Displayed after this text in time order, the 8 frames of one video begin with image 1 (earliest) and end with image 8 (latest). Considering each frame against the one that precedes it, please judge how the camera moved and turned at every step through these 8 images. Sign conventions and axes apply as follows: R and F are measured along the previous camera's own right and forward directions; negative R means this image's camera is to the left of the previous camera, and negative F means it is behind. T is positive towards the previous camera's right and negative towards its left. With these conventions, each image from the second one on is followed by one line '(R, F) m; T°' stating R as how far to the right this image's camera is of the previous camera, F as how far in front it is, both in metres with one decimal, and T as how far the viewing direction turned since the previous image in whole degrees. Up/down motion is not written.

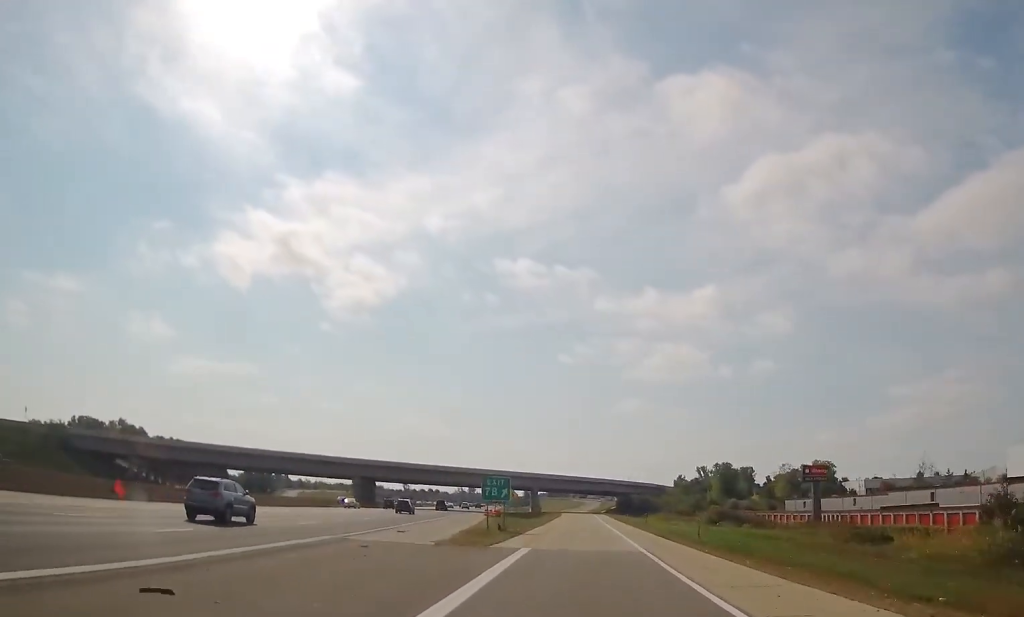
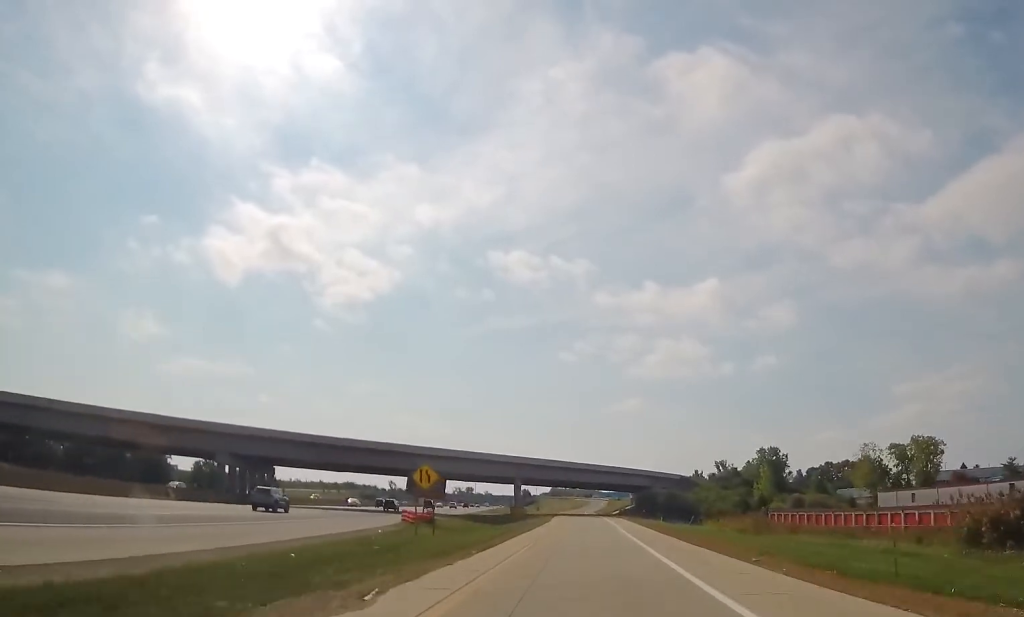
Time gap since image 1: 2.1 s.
(+0.2, +54.7) m; -1°
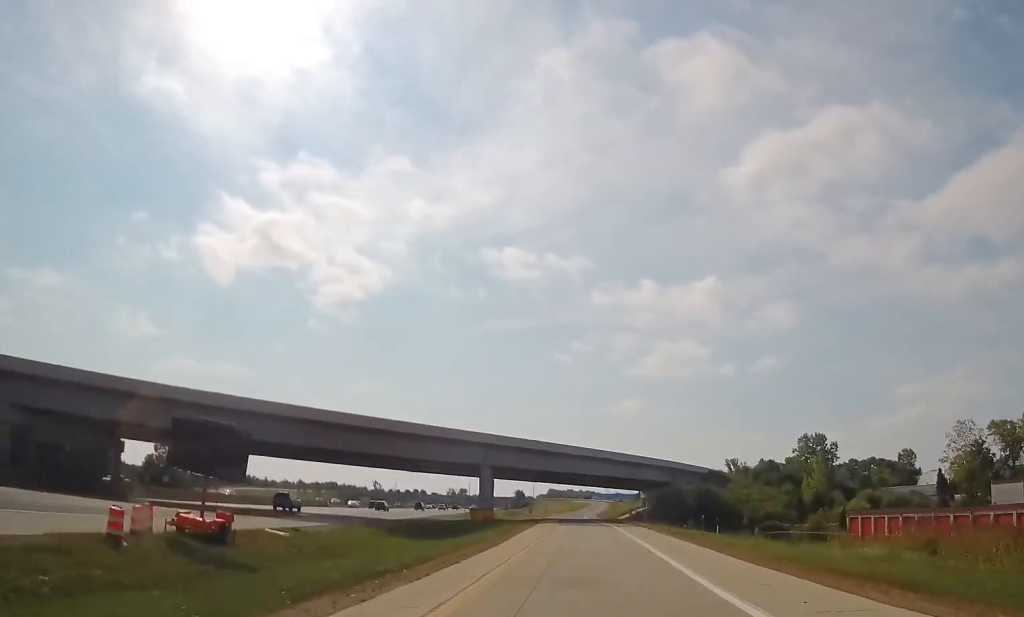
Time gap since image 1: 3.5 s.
(-0.3, +37.4) m; 0°
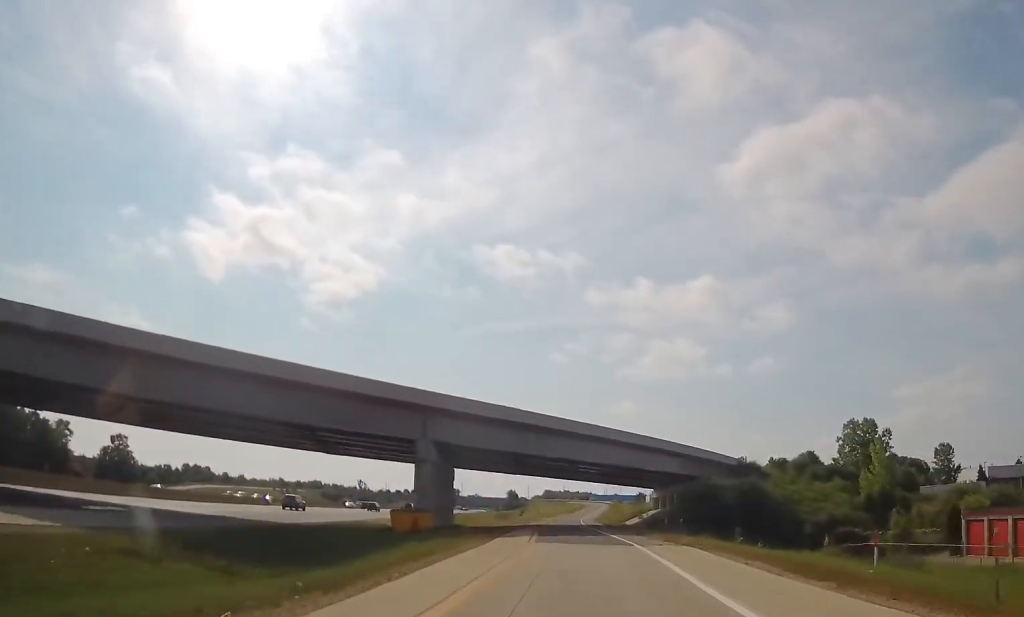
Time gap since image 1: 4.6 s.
(0.0, +28.3) m; -1°
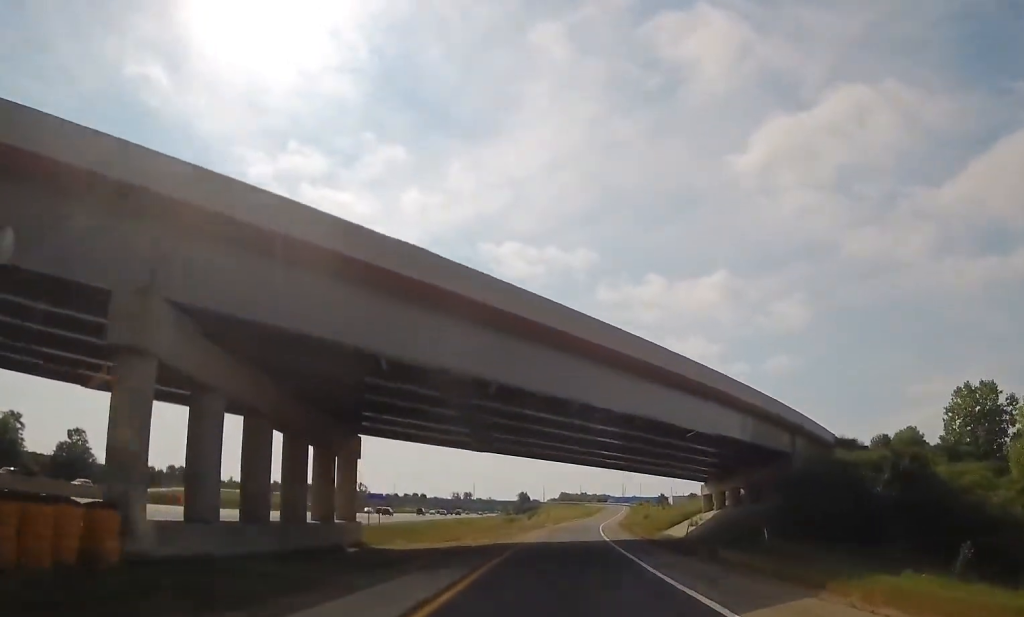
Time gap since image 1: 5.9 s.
(-0.2, +33.8) m; 0°
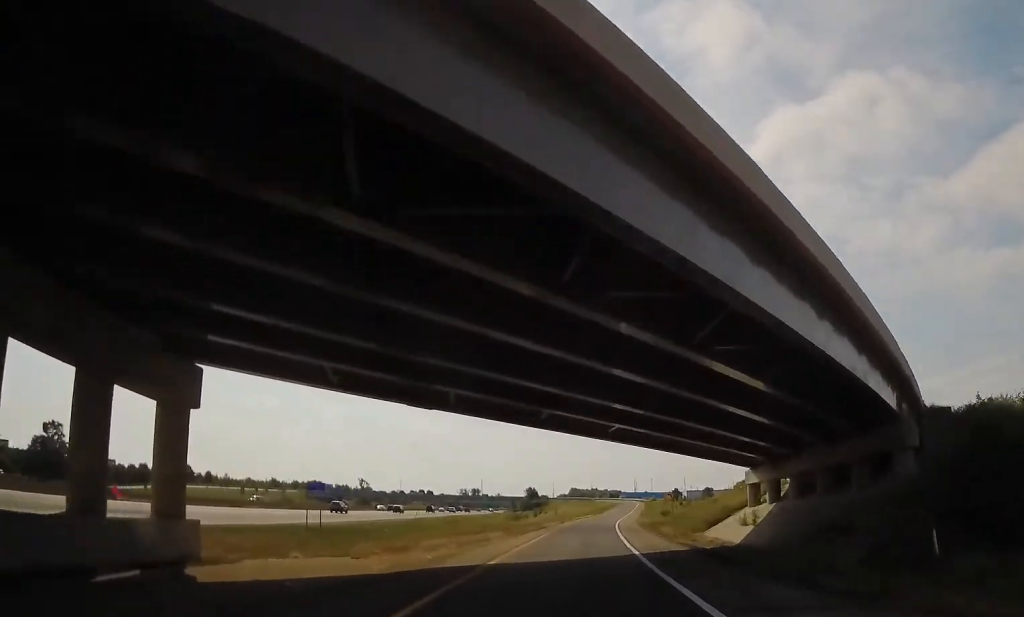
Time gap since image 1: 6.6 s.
(+0.2, +17.2) m; +1°
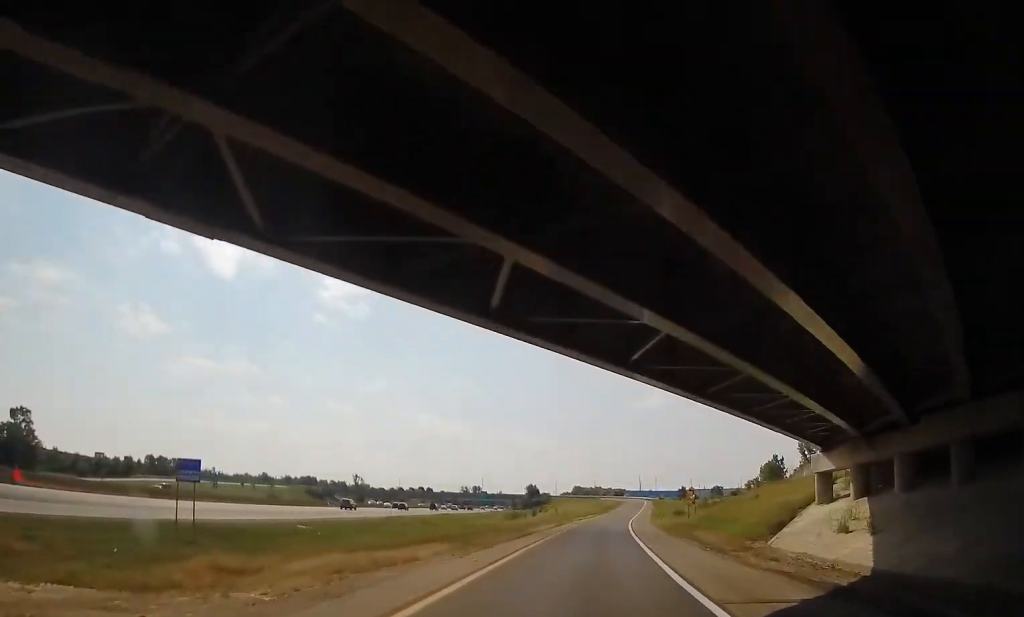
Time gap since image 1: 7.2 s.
(0.0, +16.9) m; 0°
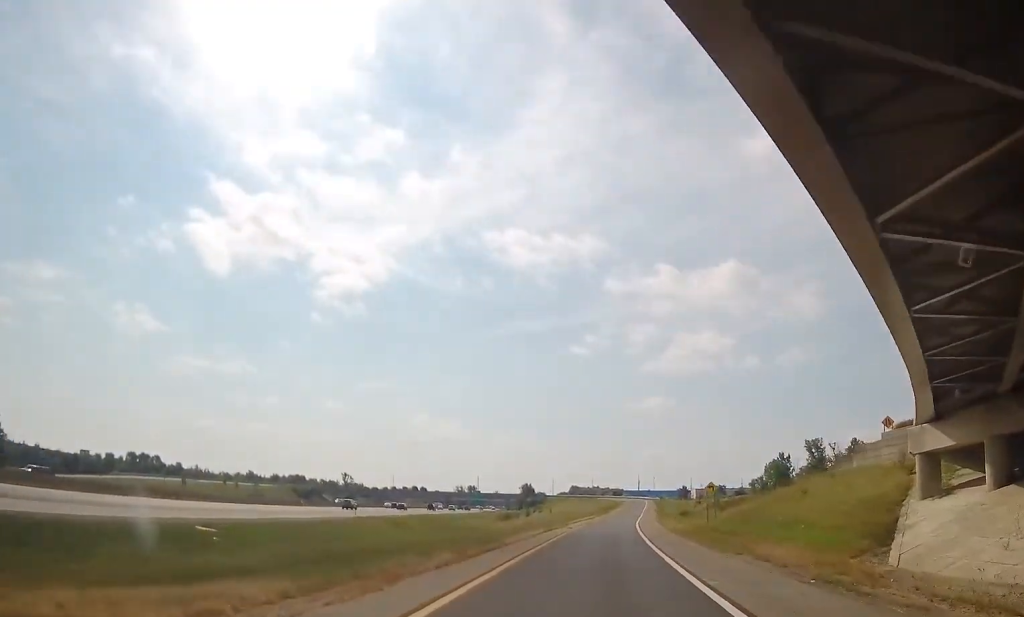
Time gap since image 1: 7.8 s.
(0.0, +13.8) m; 0°
